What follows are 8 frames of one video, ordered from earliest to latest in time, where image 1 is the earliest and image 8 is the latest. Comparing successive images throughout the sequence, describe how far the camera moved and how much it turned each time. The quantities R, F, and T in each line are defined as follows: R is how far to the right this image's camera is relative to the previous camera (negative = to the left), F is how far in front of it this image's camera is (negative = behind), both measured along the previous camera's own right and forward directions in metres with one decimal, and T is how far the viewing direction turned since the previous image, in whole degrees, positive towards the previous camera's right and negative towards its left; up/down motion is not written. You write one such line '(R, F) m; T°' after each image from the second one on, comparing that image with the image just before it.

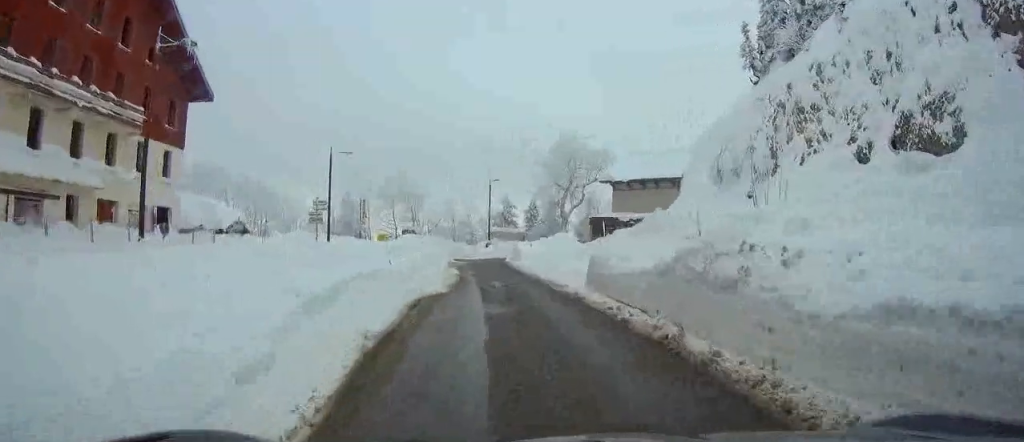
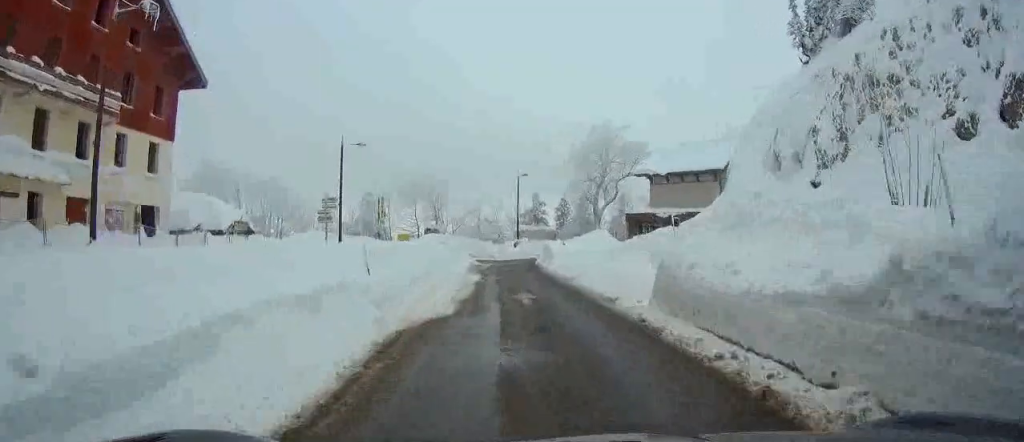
(-0.1, +4.6) m; -1°
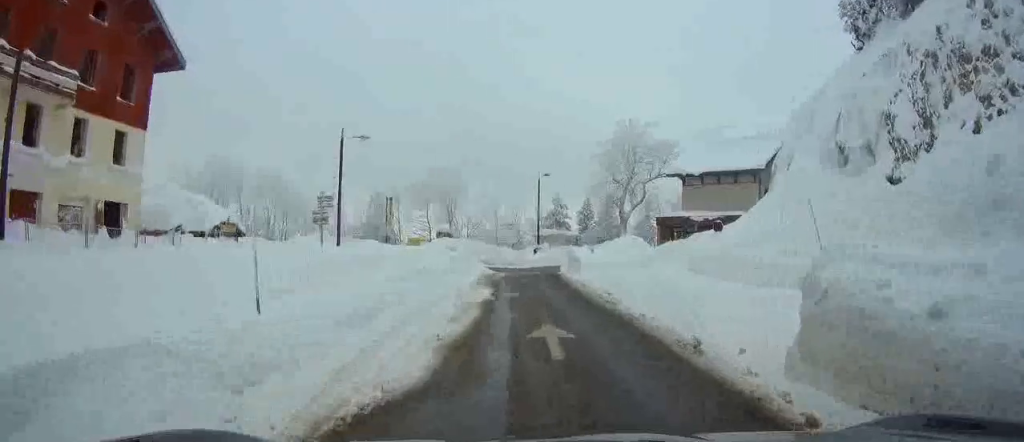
(0.0, +5.8) m; 0°
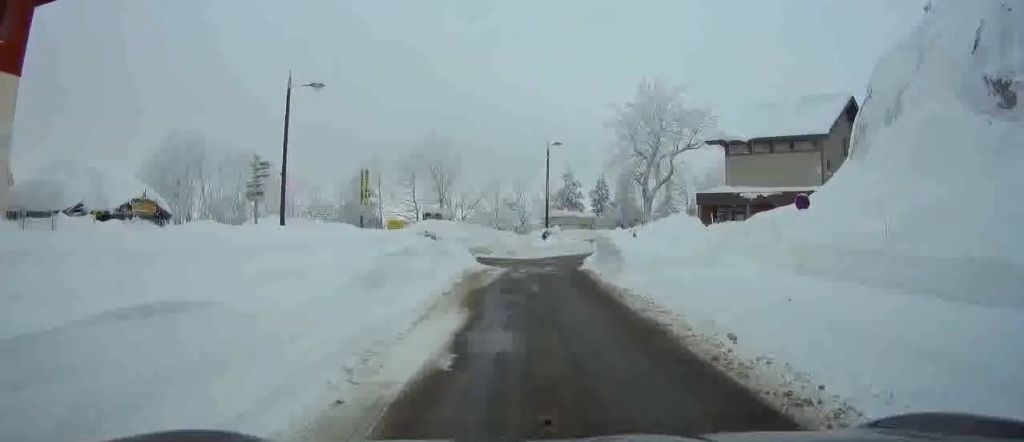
(-0.1, +10.7) m; -2°
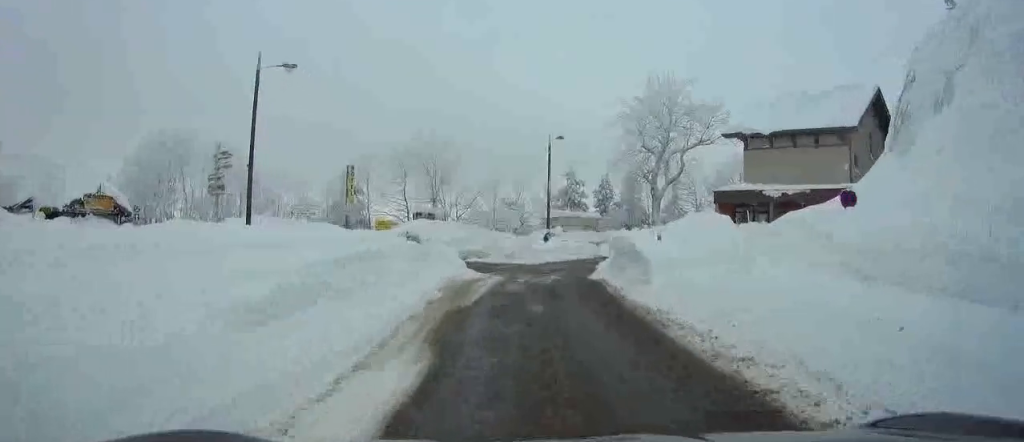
(-0.2, +4.3) m; -1°
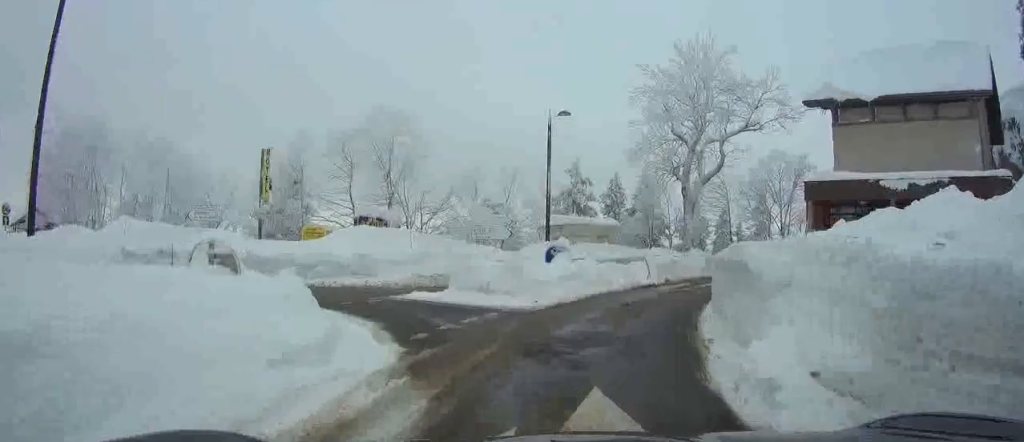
(+0.1, +14.3) m; 0°
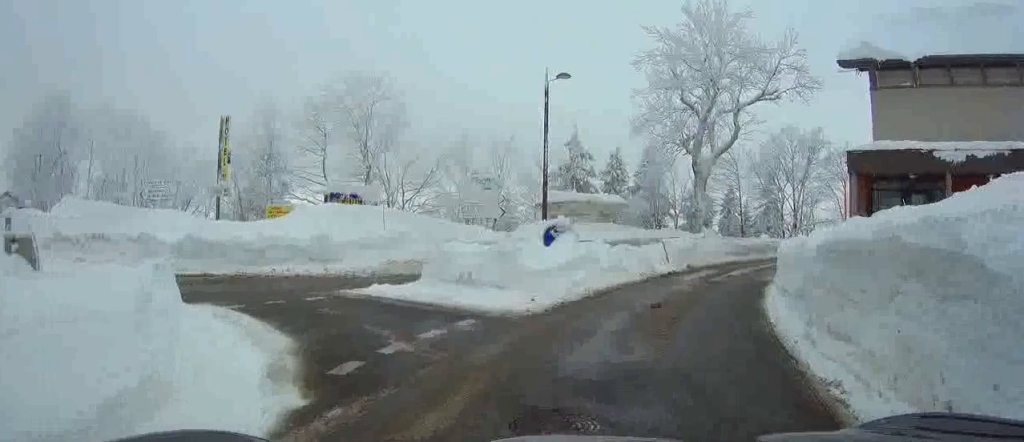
(0.0, +4.6) m; -1°
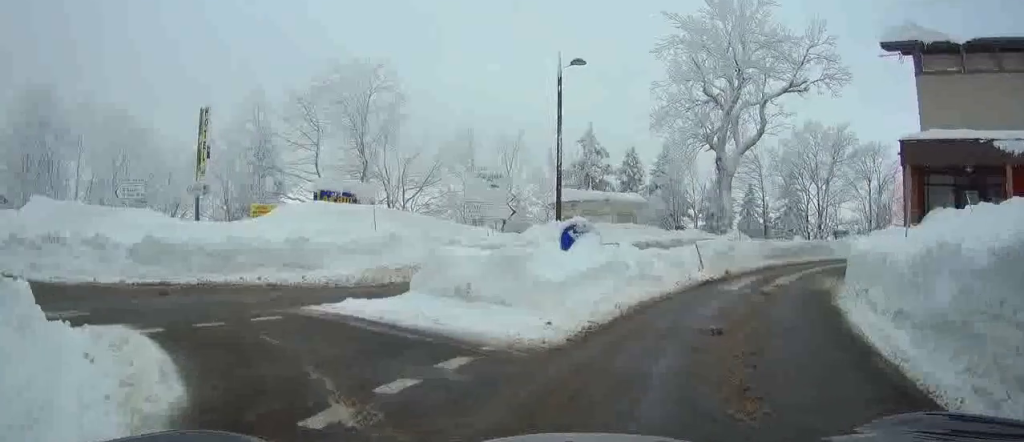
(0.0, +2.9) m; -3°
